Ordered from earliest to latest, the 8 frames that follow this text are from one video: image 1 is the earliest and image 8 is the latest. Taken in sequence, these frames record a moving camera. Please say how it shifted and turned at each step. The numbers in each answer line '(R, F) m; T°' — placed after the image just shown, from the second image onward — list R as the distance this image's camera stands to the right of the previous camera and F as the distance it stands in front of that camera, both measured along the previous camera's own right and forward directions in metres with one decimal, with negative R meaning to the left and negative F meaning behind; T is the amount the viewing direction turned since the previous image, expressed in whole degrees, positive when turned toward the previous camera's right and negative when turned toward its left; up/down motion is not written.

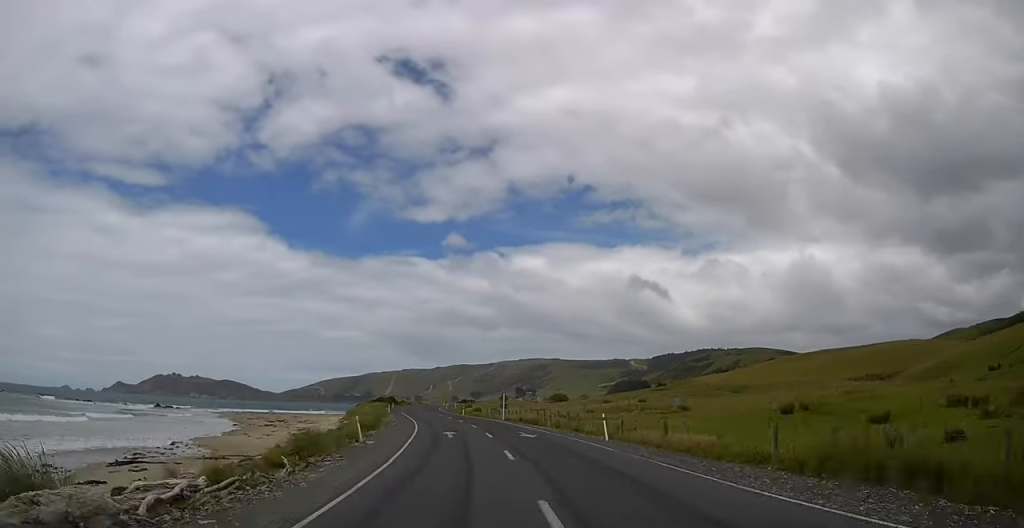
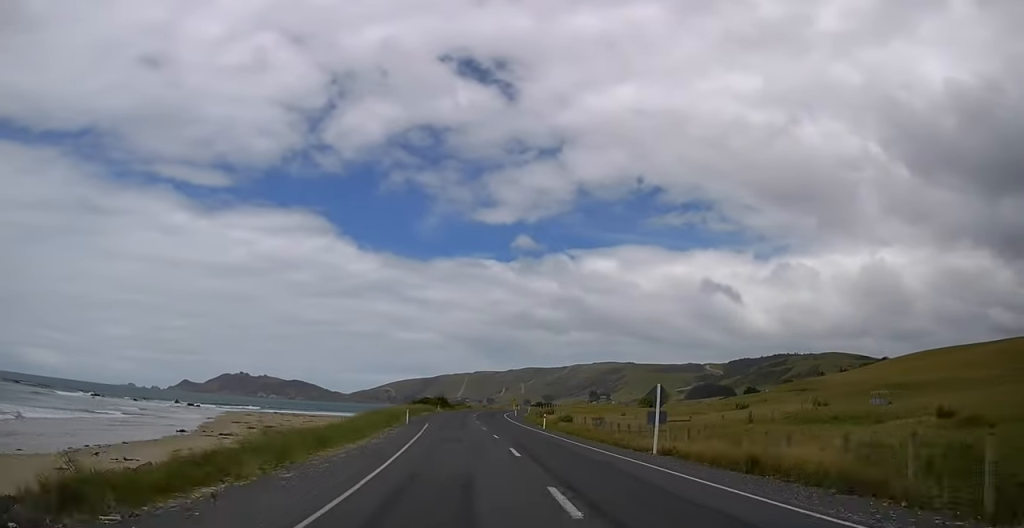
(-0.2, +39.0) m; -1°
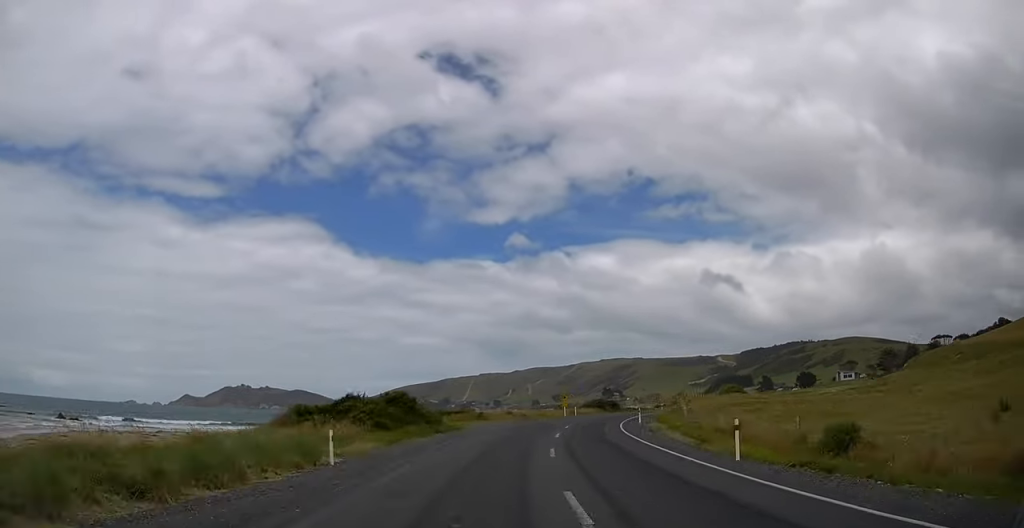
(-0.6, +67.5) m; +6°
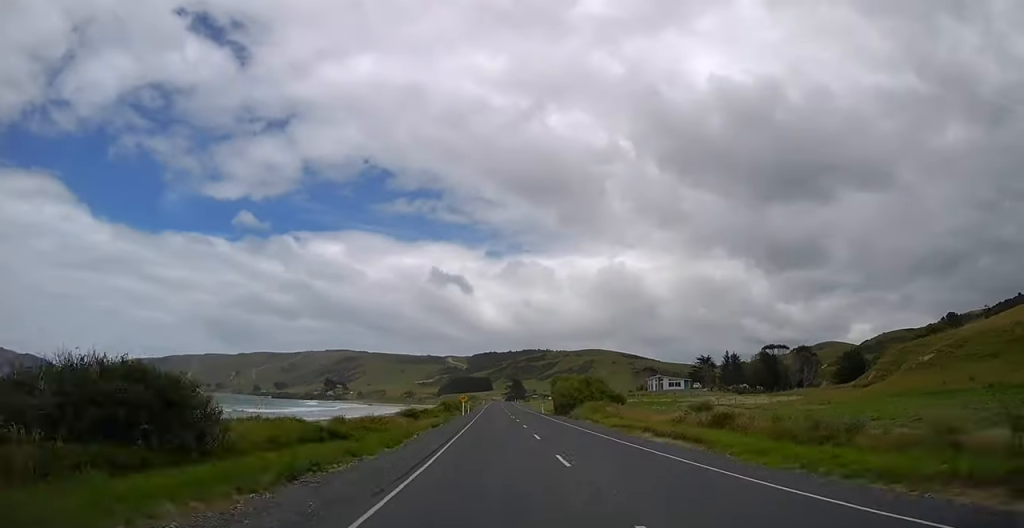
(+14.3, +93.2) m; +14°
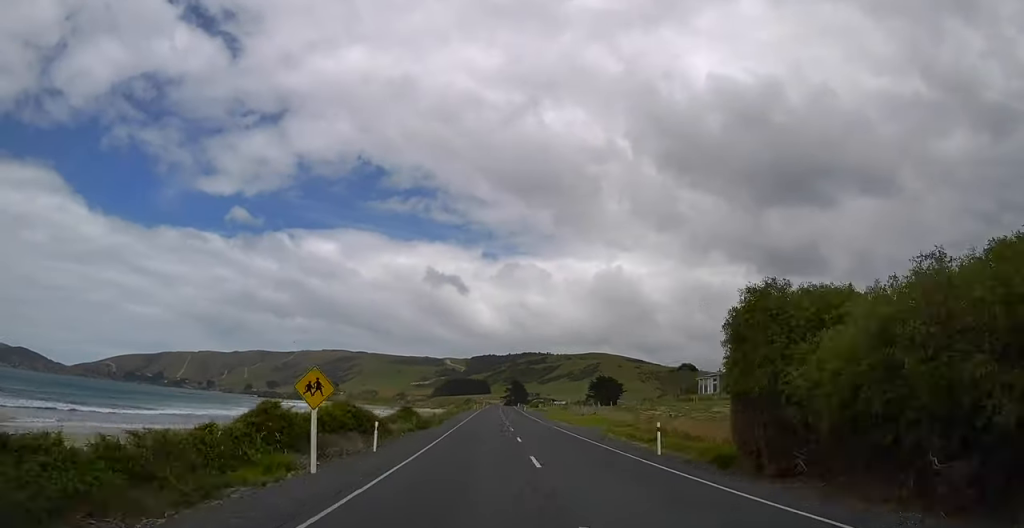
(+4.5, +58.9) m; +4°
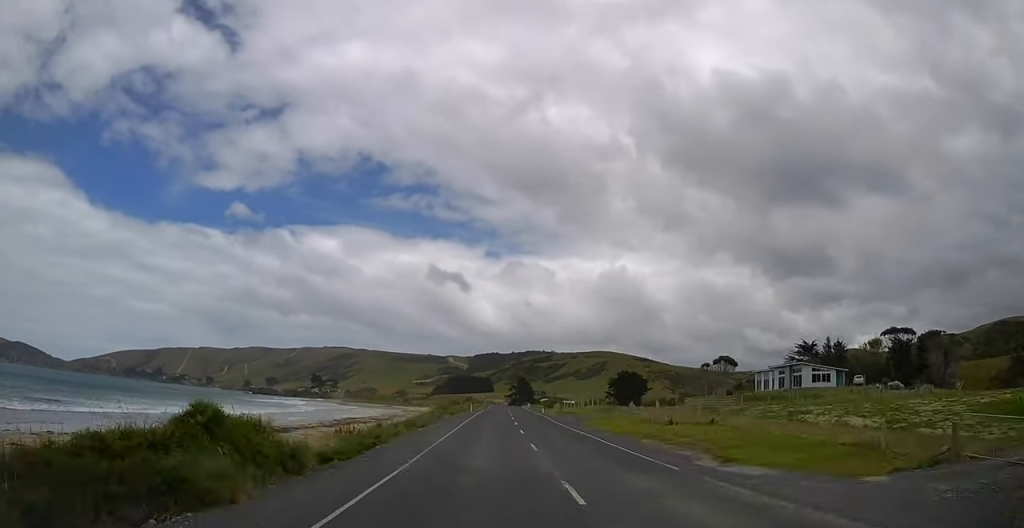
(-0.1, +34.2) m; 0°
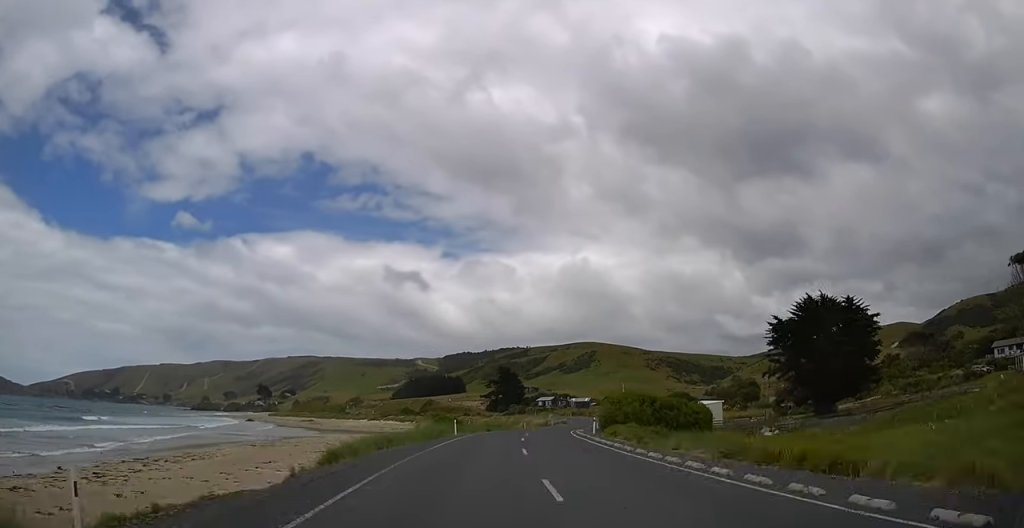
(+2.3, +134.9) m; +4°
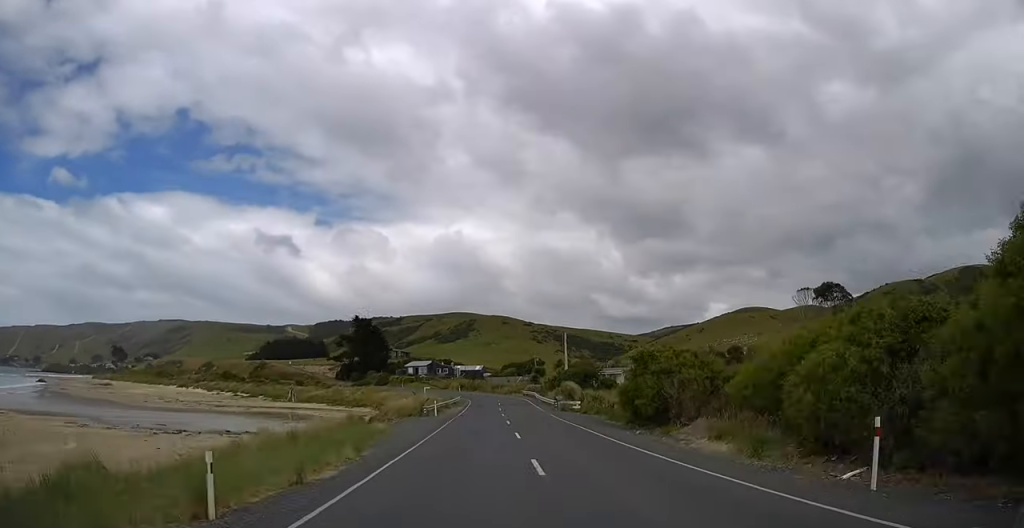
(+3.0, +75.7) m; +4°
